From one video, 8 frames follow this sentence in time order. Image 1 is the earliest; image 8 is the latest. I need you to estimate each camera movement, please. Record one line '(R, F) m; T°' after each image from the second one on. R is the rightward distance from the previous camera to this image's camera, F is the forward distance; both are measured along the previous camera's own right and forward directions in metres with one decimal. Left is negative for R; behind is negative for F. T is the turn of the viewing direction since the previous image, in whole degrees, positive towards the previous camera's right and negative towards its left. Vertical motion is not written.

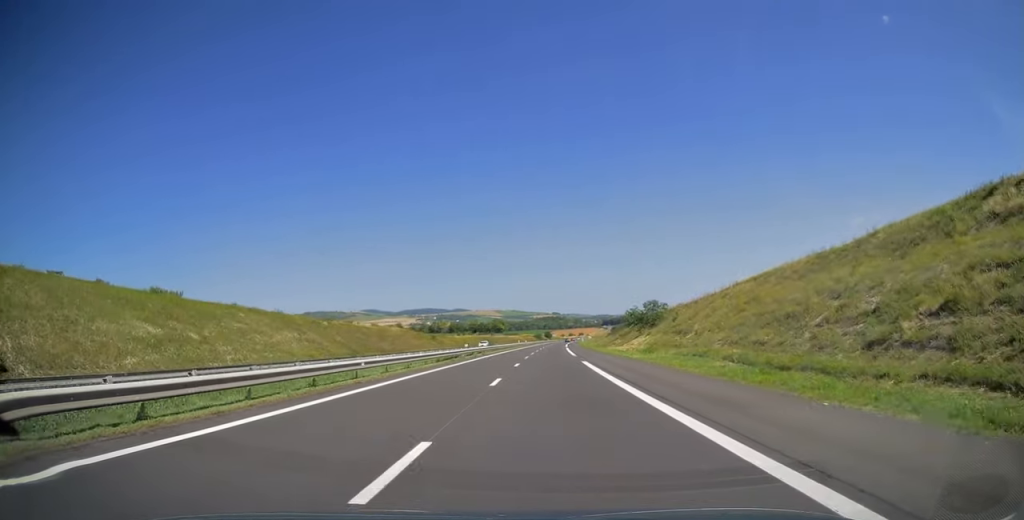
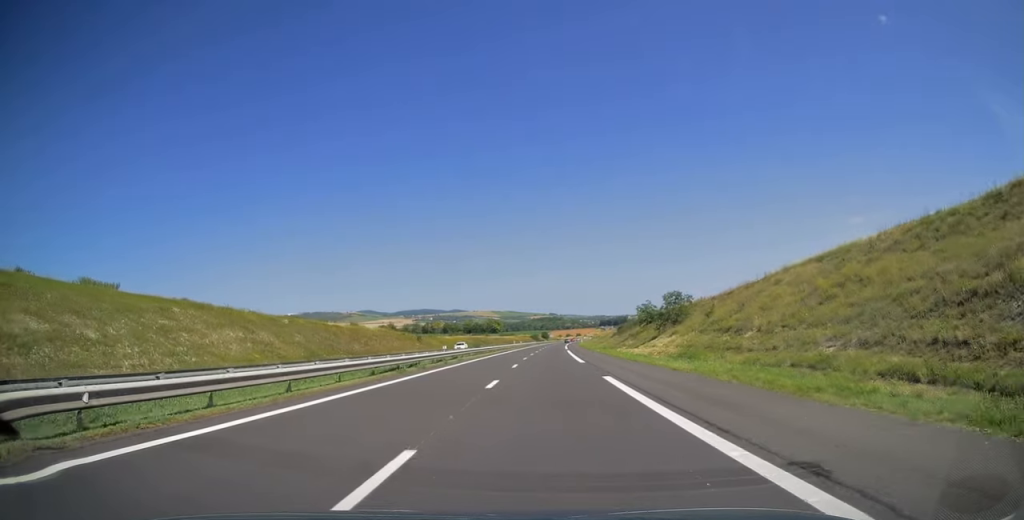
(0.0, +13.6) m; 0°
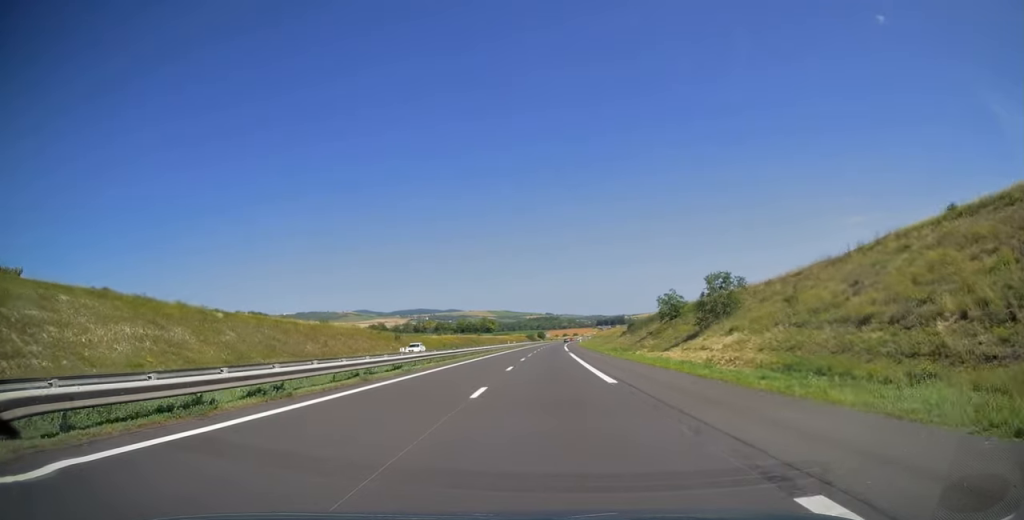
(+0.1, +16.3) m; 0°
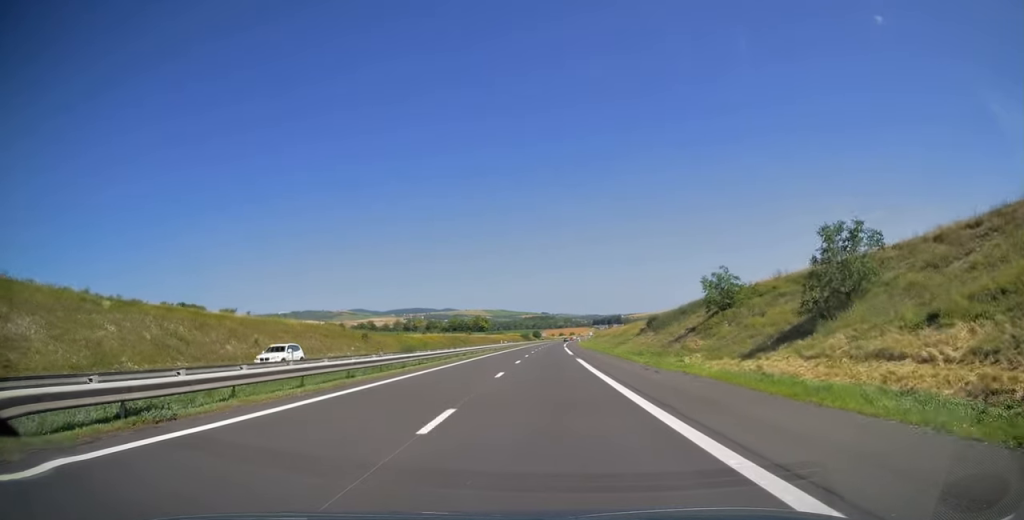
(+0.2, +18.5) m; 0°
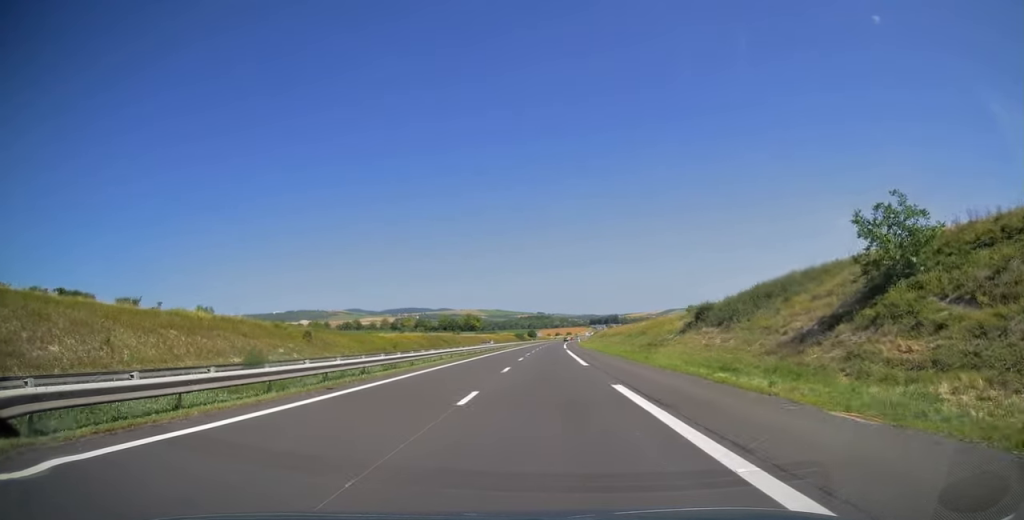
(0.0, +22.2) m; 0°
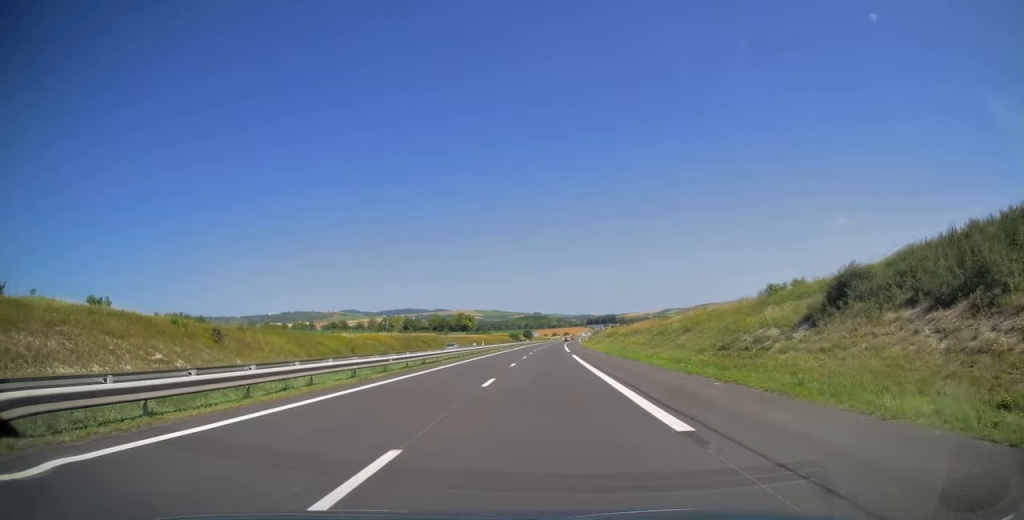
(0.0, +21.1) m; 0°
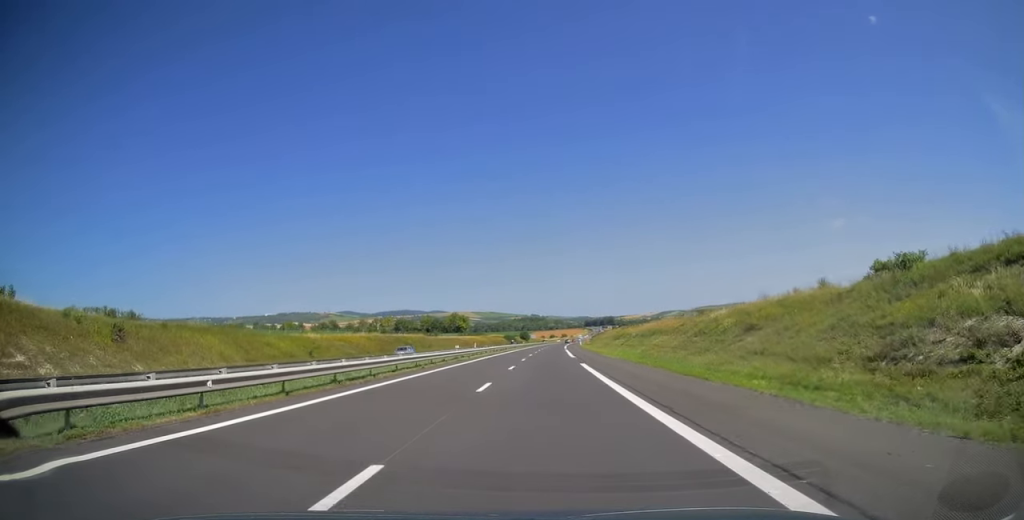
(+0.2, +14.1) m; 0°
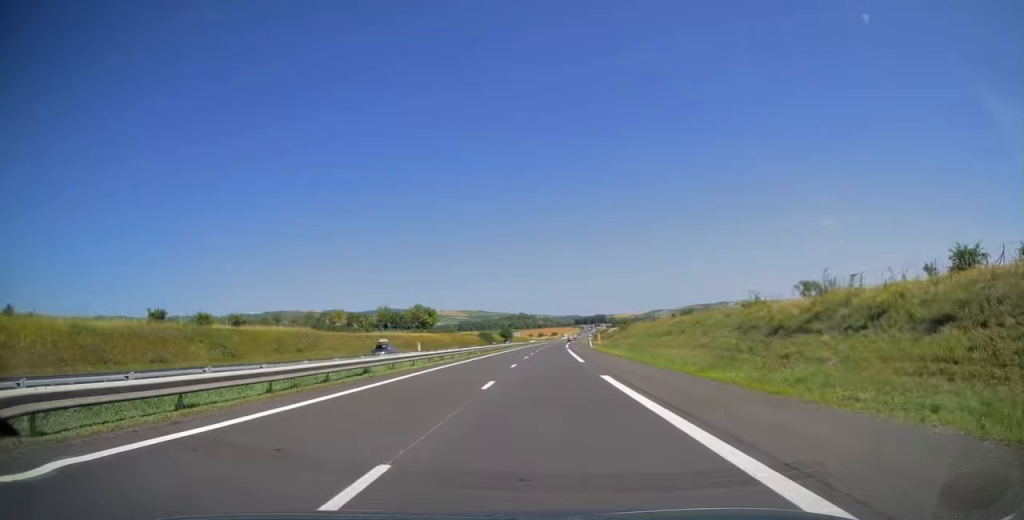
(+0.5, +64.9) m; +1°
